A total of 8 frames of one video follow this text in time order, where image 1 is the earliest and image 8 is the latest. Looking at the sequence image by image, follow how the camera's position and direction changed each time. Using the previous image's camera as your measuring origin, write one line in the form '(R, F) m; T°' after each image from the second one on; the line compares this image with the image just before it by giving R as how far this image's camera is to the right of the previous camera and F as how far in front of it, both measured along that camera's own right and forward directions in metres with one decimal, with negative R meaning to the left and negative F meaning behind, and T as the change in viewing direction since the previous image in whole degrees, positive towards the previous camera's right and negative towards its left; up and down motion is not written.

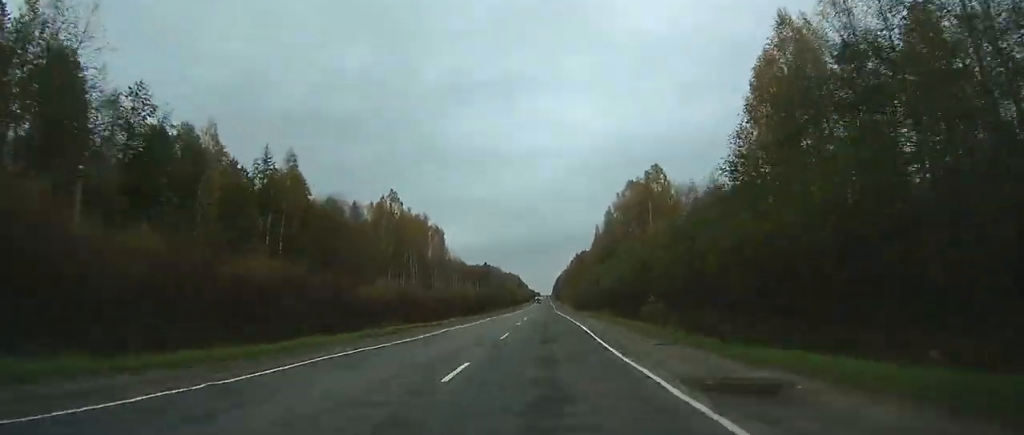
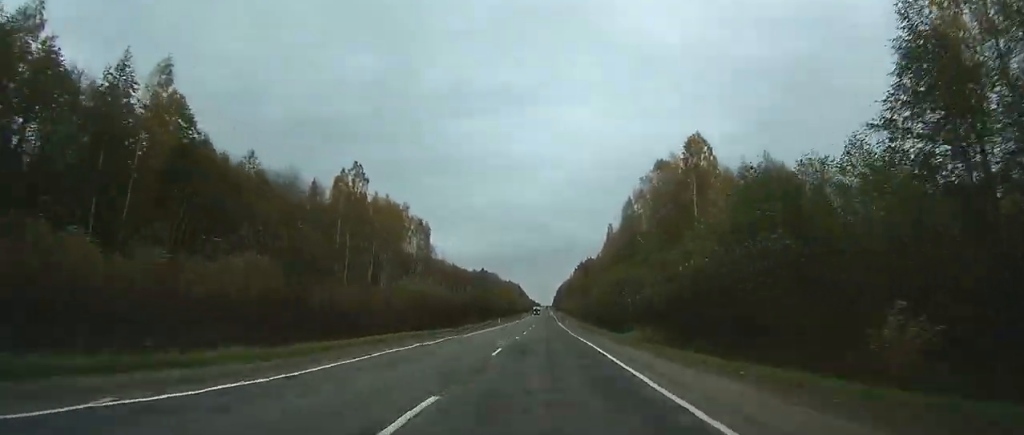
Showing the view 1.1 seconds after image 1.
(+0.1, +26.5) m; 0°
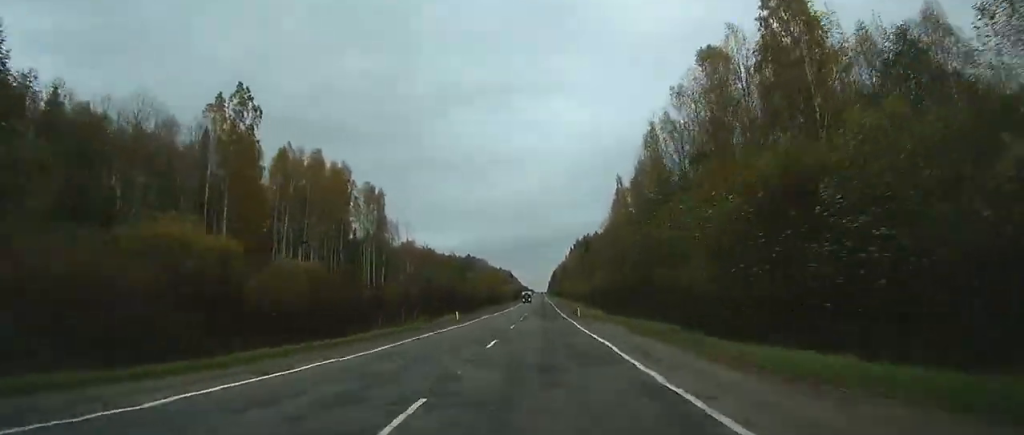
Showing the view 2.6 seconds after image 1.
(0.0, +35.7) m; 0°
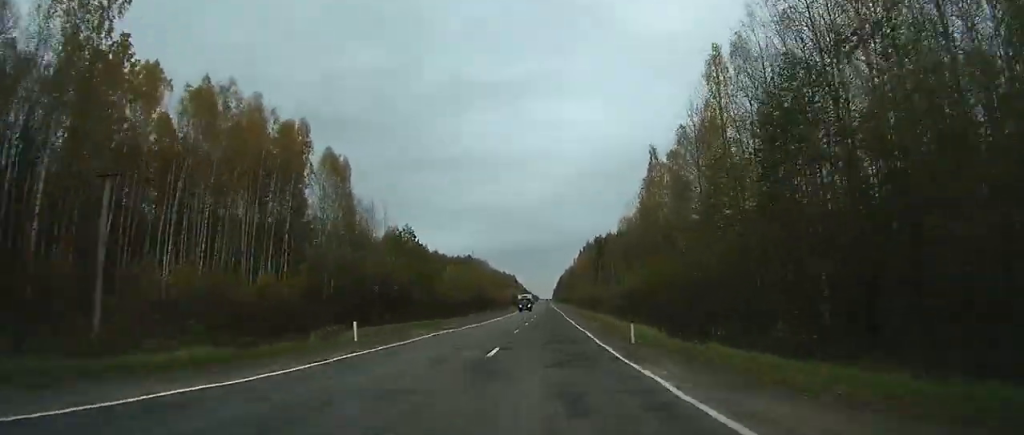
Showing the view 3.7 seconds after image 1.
(0.0, +27.4) m; 0°
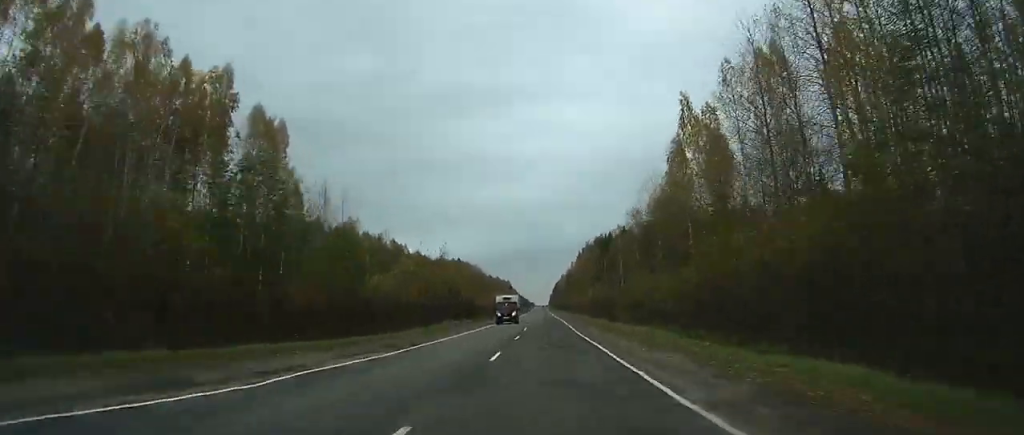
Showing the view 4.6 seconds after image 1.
(0.0, +24.1) m; 0°
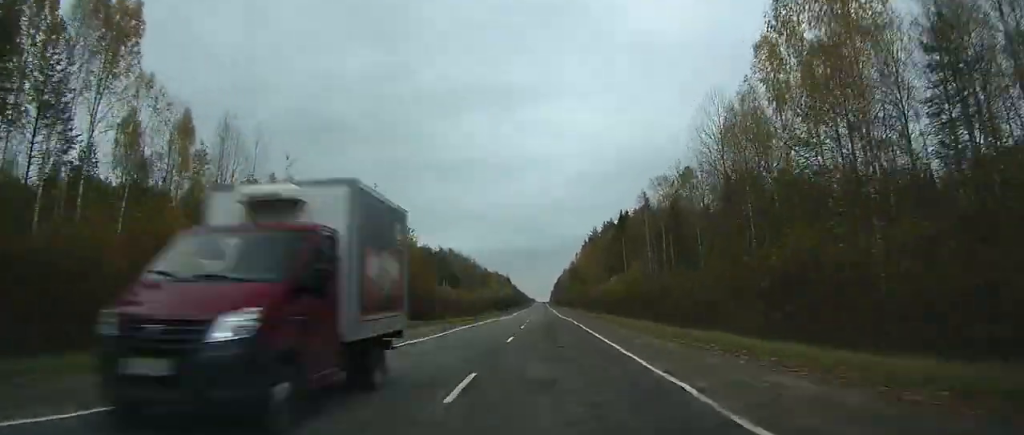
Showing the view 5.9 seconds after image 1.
(-0.1, +32.8) m; 0°
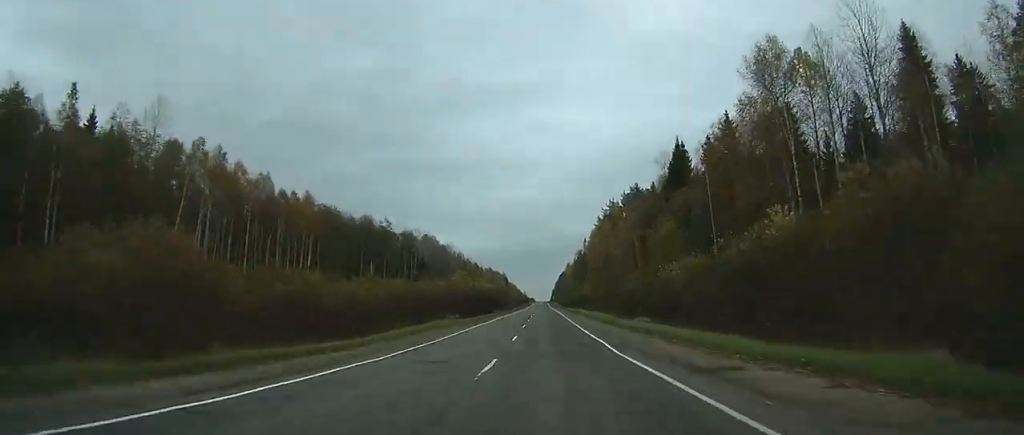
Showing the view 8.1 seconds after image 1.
(0.0, +55.8) m; 0°
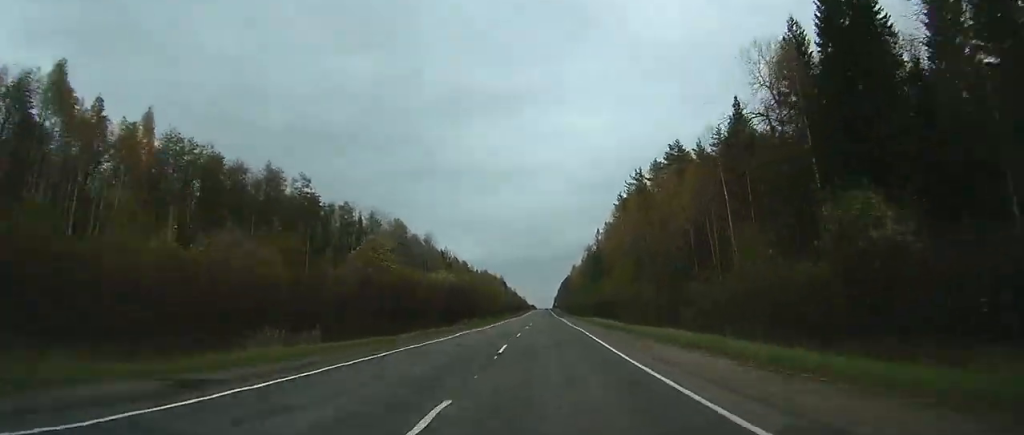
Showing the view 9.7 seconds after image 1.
(-0.2, +41.4) m; 0°
